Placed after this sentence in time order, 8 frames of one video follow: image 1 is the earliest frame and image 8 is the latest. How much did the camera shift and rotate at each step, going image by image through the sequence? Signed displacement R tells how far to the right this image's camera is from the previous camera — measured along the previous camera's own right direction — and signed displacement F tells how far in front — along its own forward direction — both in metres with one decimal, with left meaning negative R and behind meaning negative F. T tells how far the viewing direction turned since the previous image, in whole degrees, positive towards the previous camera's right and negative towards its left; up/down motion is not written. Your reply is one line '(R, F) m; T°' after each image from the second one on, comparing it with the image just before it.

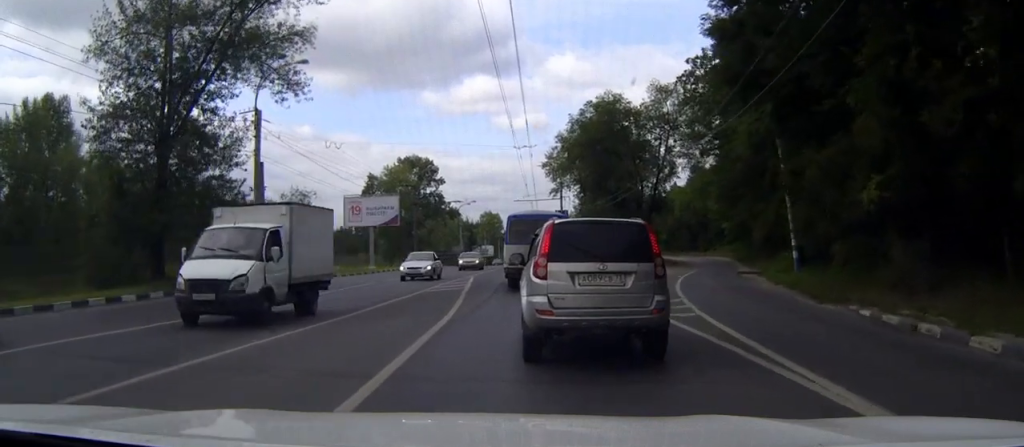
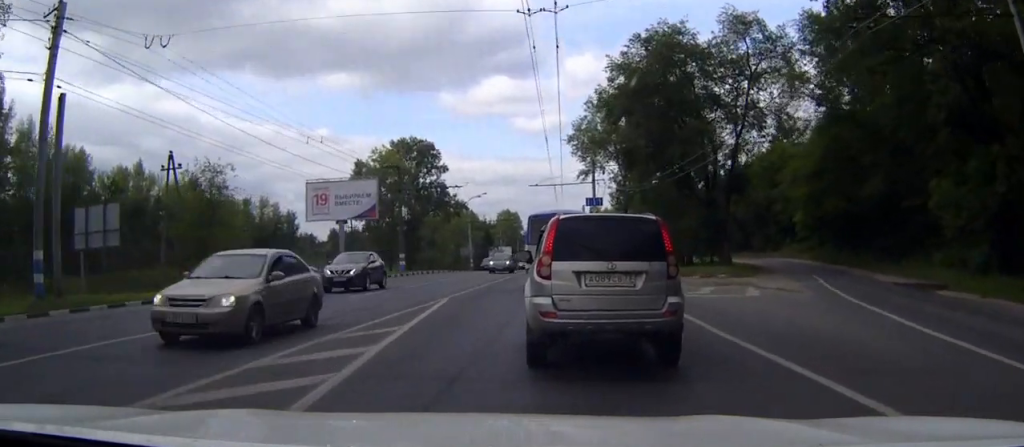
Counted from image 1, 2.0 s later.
(-0.1, +20.0) m; -1°
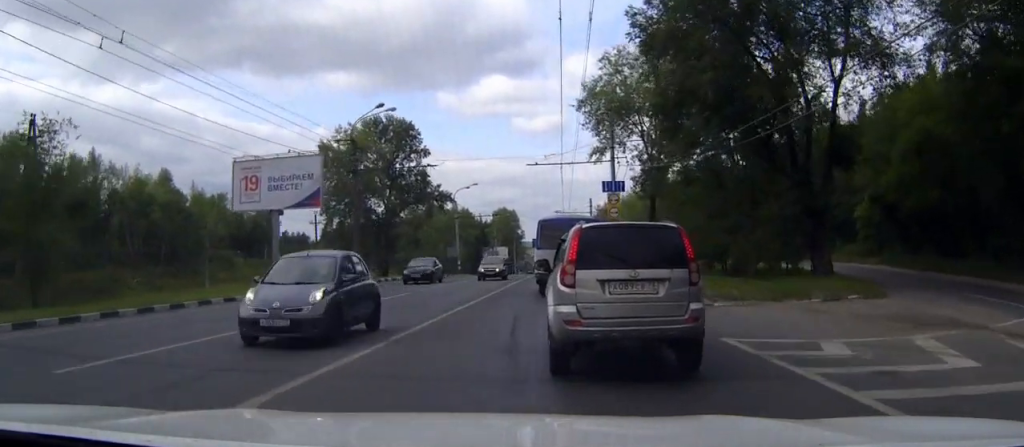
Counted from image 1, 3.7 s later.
(-0.1, +15.6) m; 0°
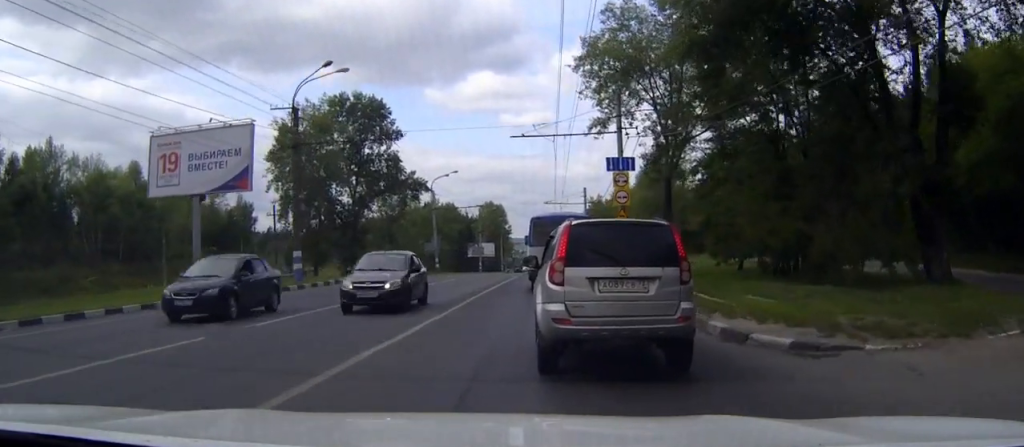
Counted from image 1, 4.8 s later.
(+0.1, +9.7) m; +1°
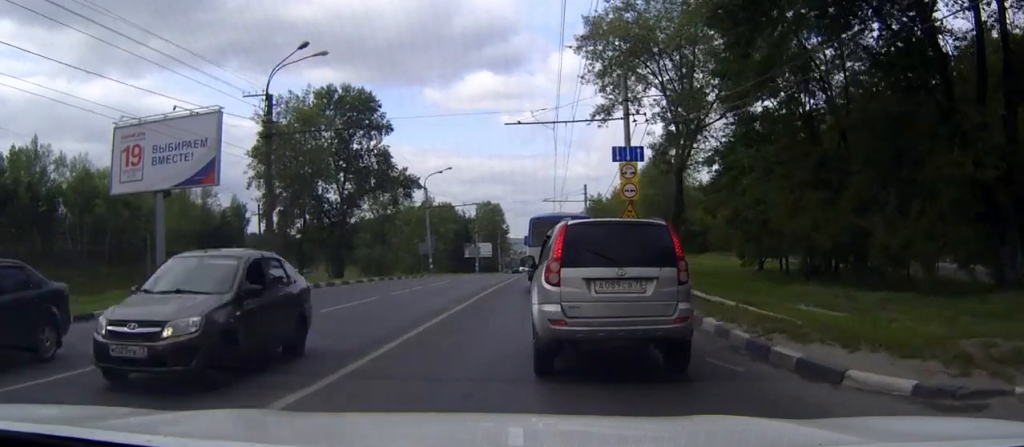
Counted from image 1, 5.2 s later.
(0.0, +3.6) m; 0°
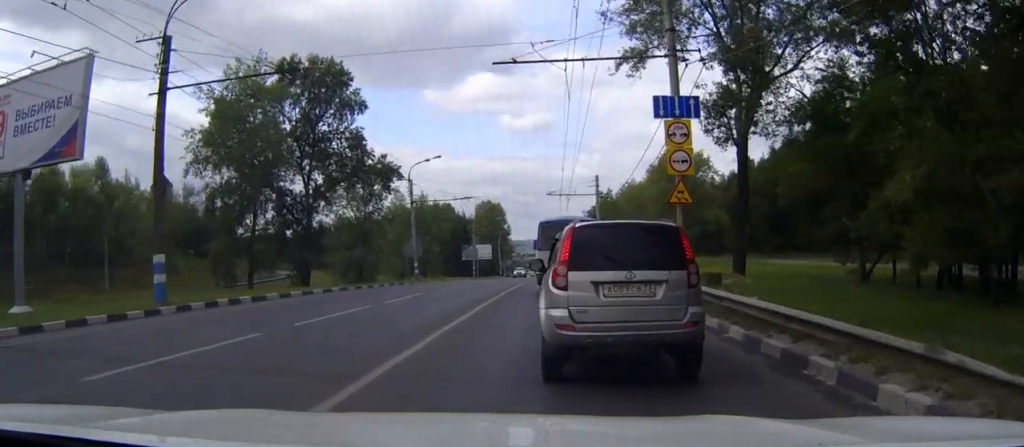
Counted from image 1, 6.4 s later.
(-0.1, +10.8) m; 0°
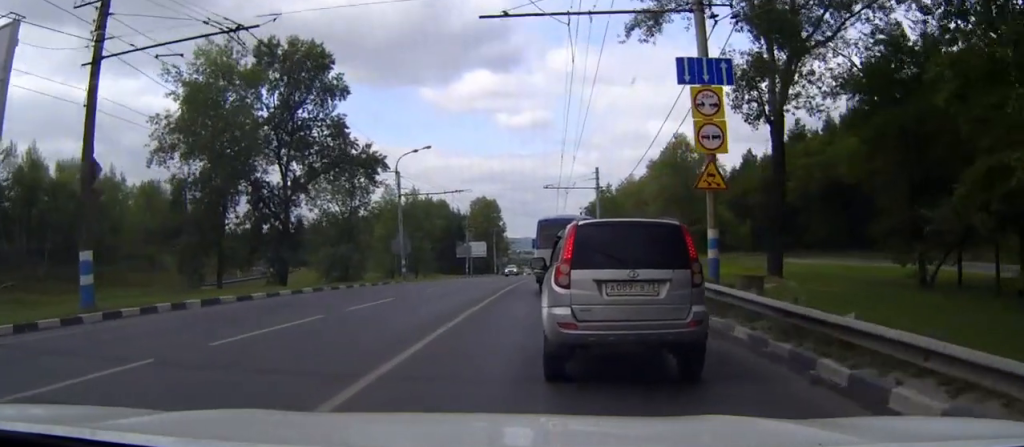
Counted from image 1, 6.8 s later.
(0.0, +4.2) m; 0°
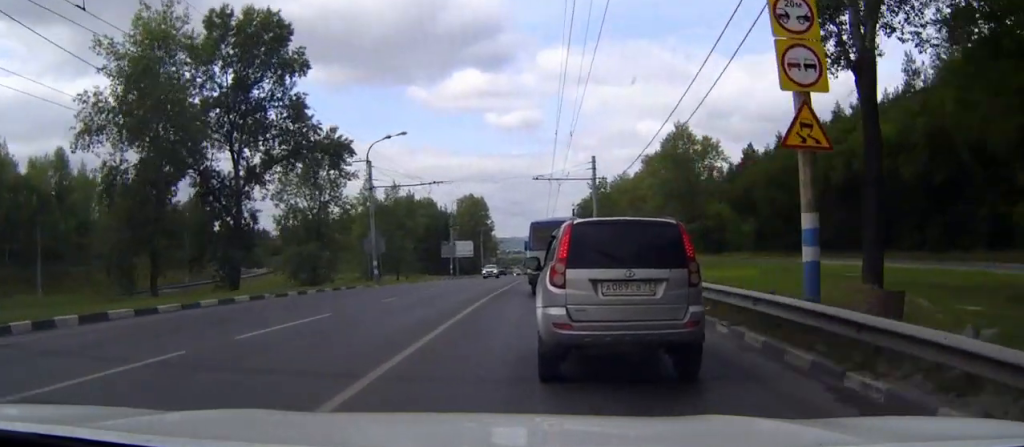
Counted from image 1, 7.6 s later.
(+0.1, +6.9) m; +1°
